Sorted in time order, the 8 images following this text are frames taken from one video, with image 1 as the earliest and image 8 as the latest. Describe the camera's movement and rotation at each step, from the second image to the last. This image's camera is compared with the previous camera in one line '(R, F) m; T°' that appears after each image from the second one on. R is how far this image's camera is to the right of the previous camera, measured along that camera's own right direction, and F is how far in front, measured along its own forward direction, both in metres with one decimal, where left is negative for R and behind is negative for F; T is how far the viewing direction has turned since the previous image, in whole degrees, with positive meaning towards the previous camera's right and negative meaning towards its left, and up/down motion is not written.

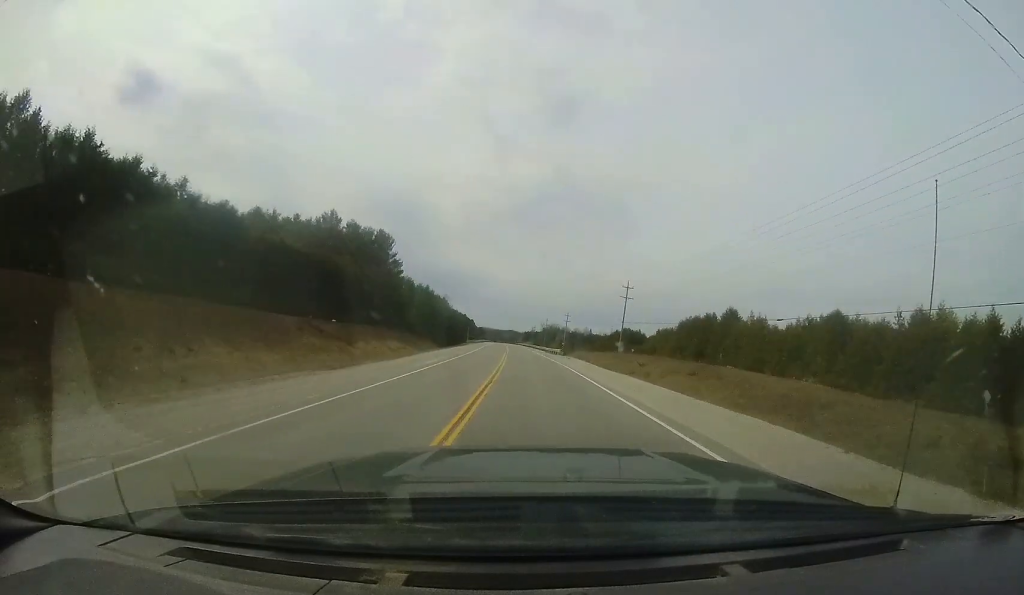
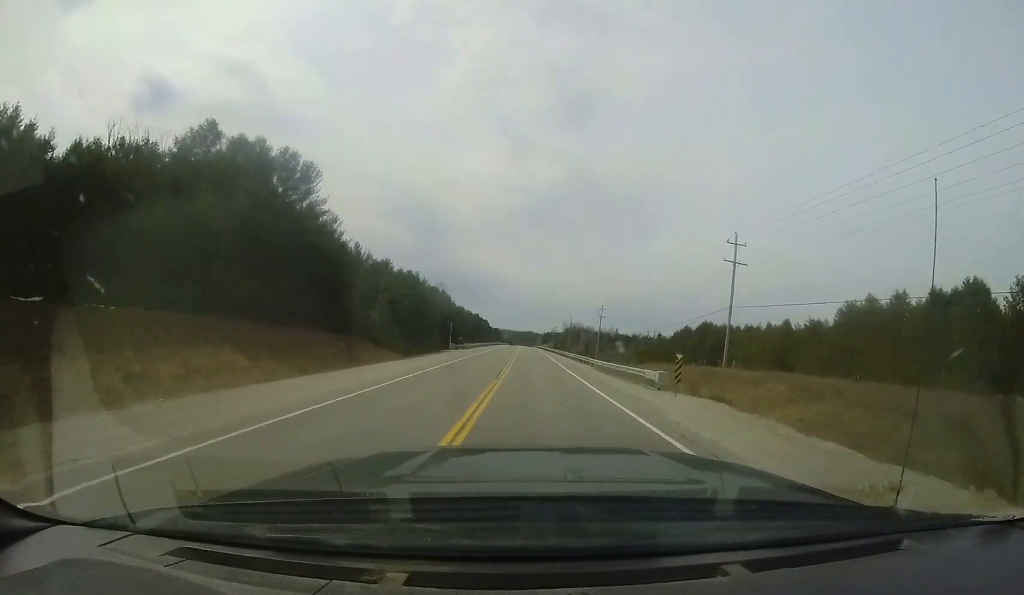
(-1.2, +32.3) m; -3°
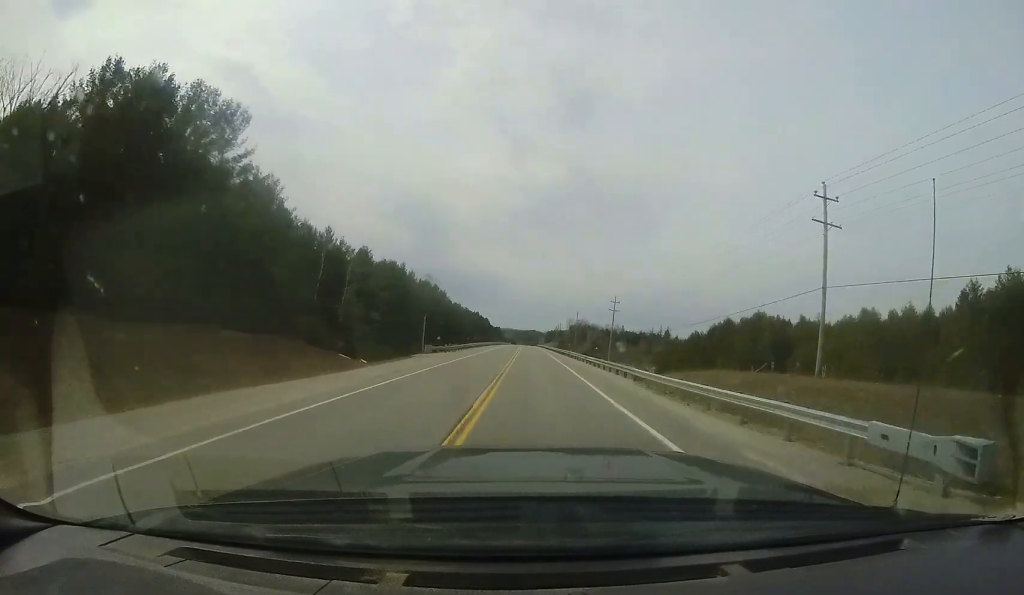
(0.0, +12.4) m; 0°
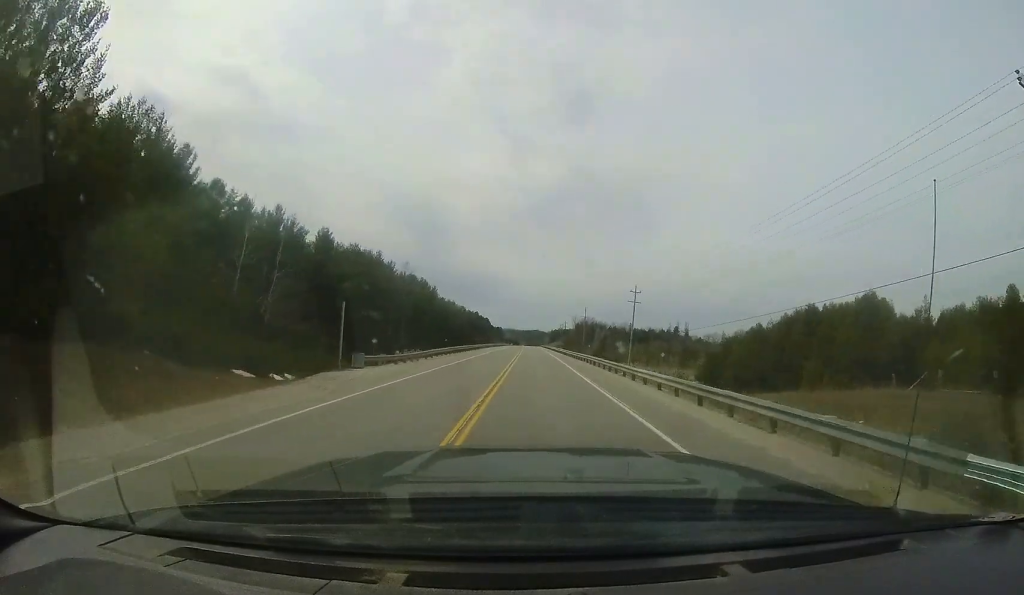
(0.0, +15.0) m; 0°
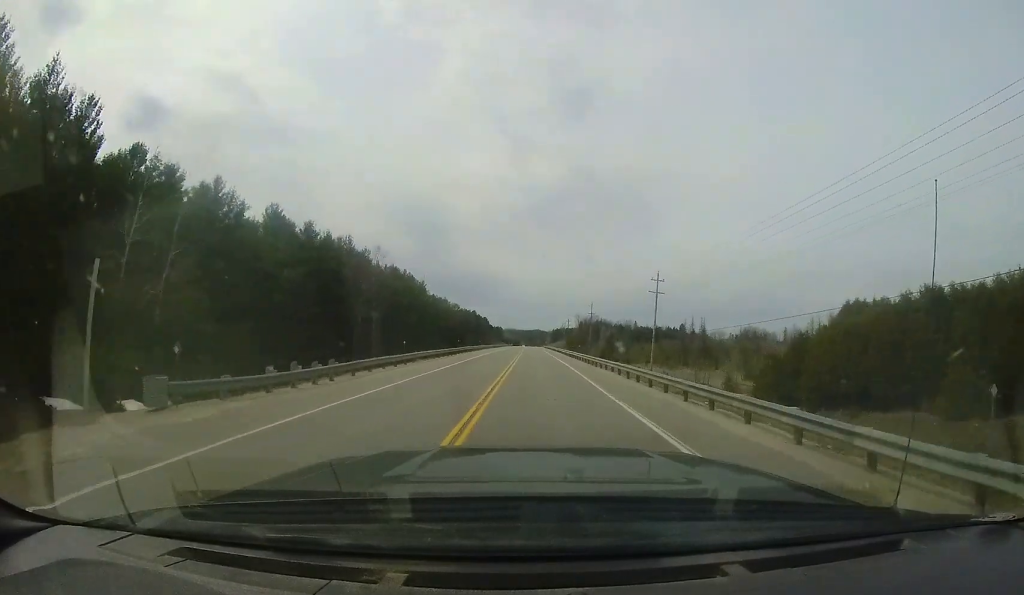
(0.0, +12.4) m; -1°
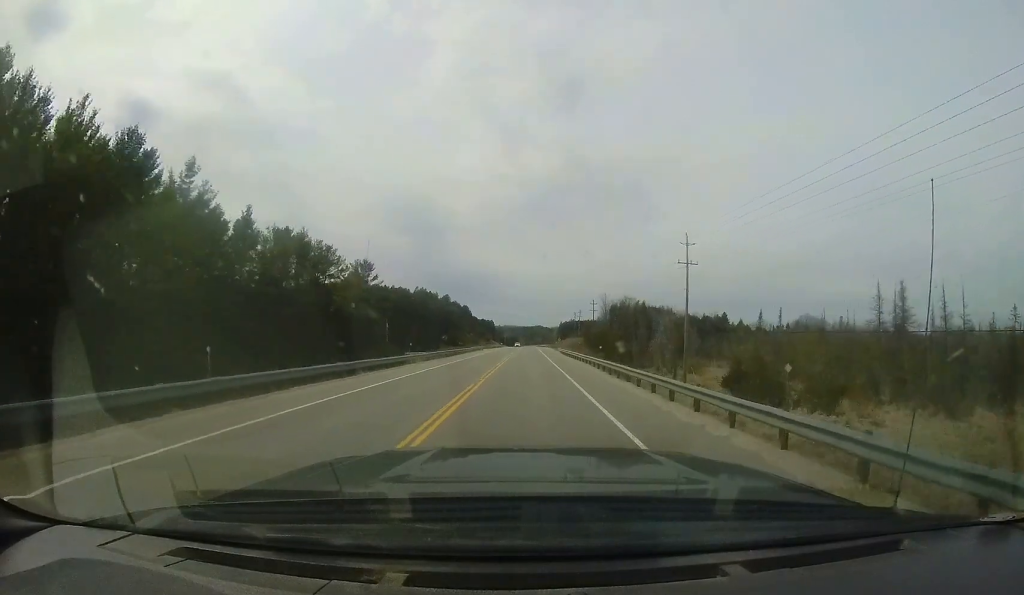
(-1.5, +72.8) m; -1°
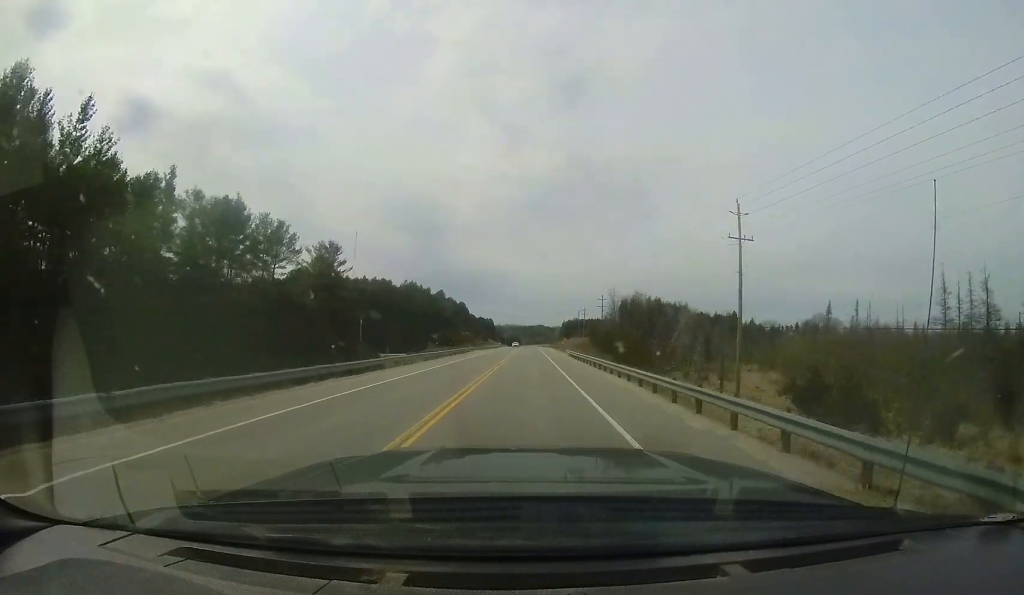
(+0.2, +11.5) m; 0°
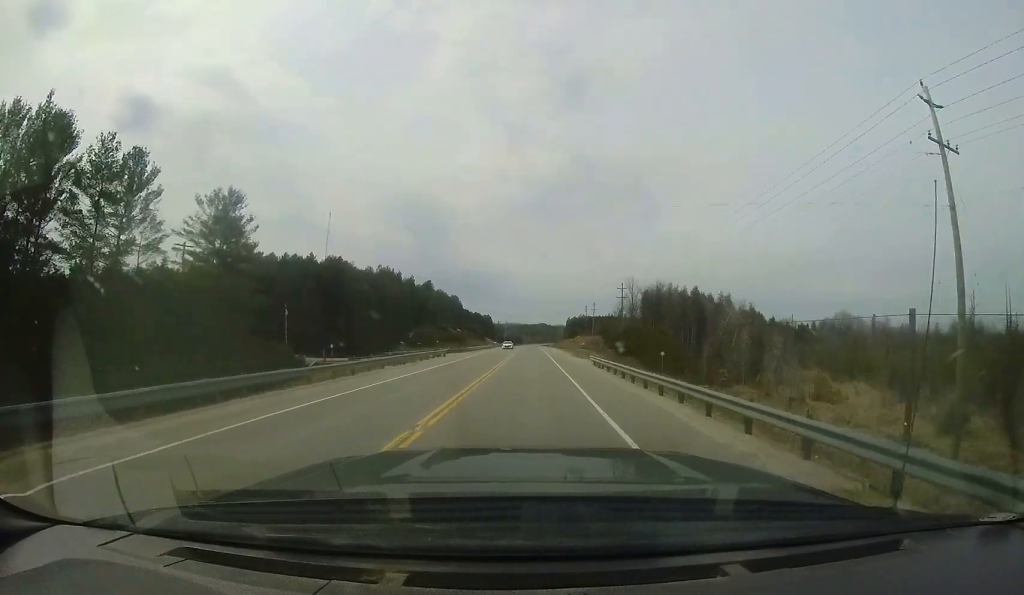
(0.0, +19.5) m; 0°
